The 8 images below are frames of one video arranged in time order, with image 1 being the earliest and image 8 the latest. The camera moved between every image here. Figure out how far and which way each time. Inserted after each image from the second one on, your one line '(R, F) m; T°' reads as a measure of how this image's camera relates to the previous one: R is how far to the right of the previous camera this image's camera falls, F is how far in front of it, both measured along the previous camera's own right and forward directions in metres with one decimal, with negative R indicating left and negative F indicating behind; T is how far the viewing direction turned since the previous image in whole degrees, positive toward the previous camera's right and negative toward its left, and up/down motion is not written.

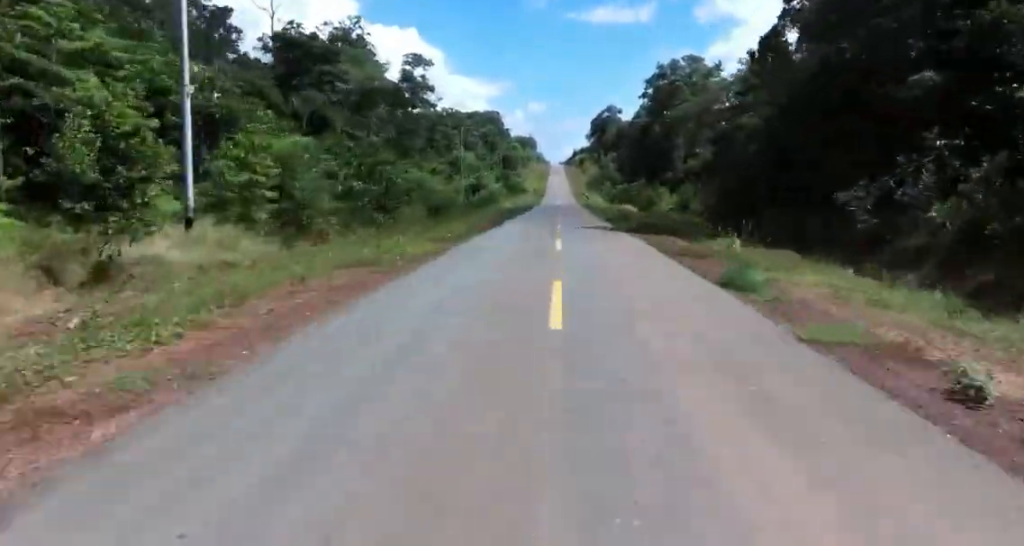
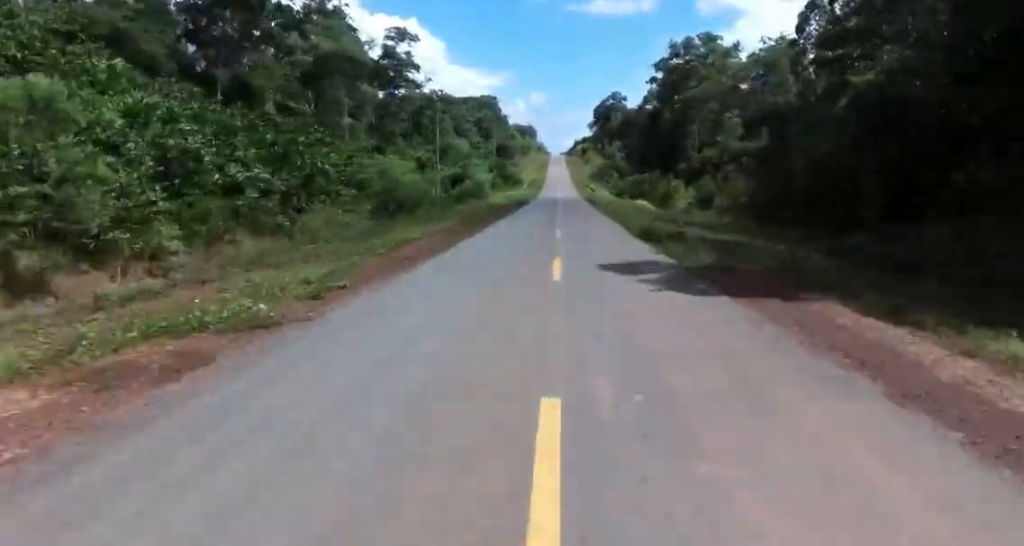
(0.0, +13.0) m; 0°
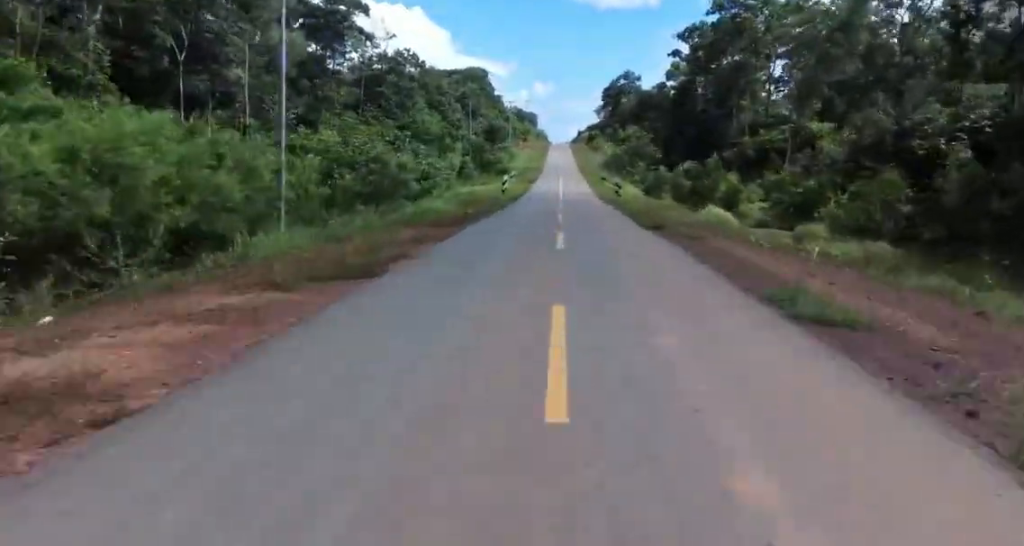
(0.0, +30.5) m; 0°
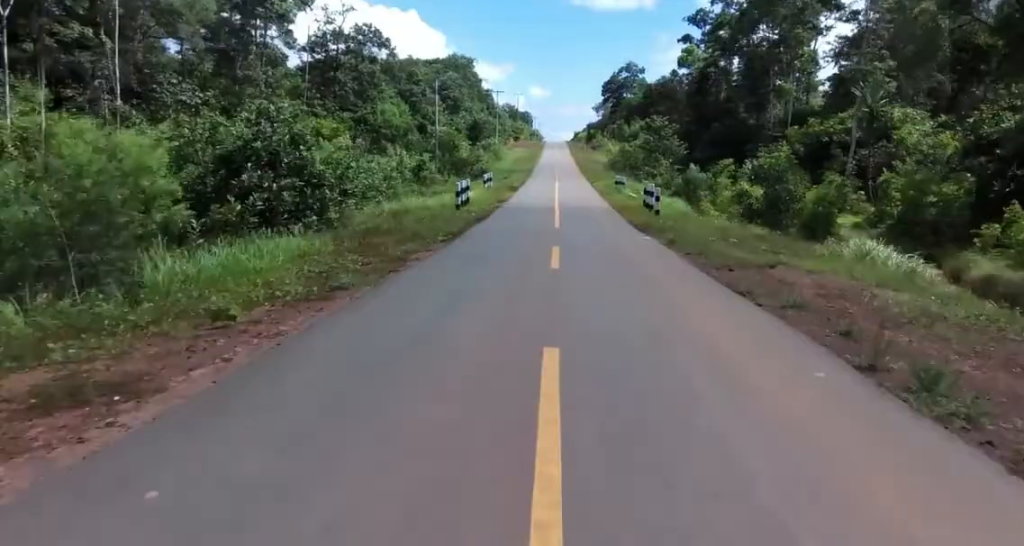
(0.0, +17.7) m; 0°
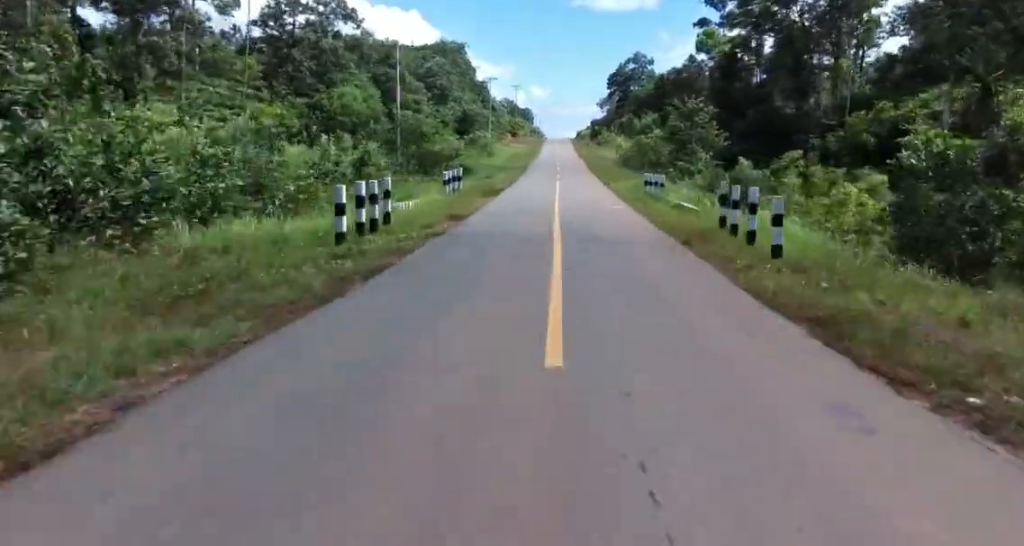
(0.0, +14.3) m; 0°
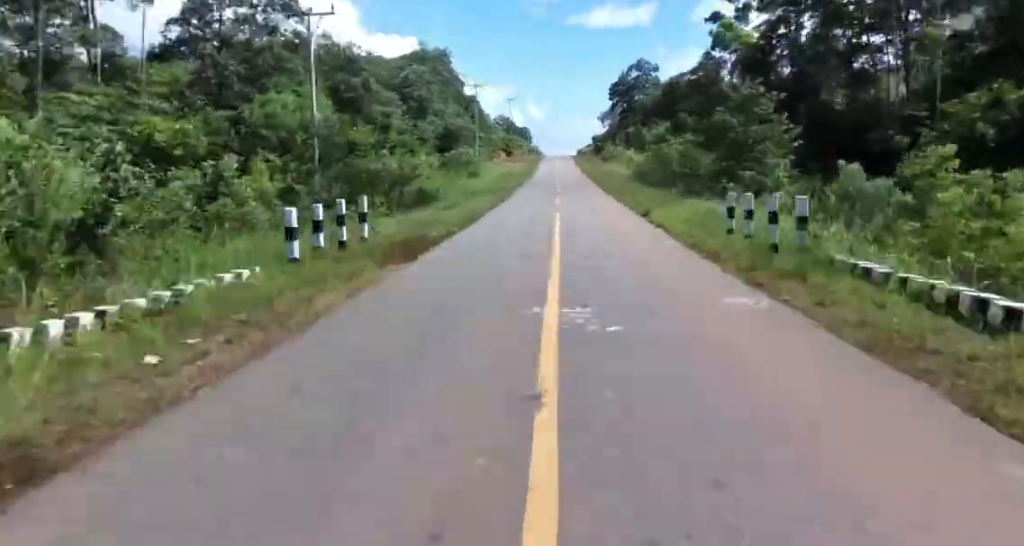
(0.0, +12.8) m; 0°
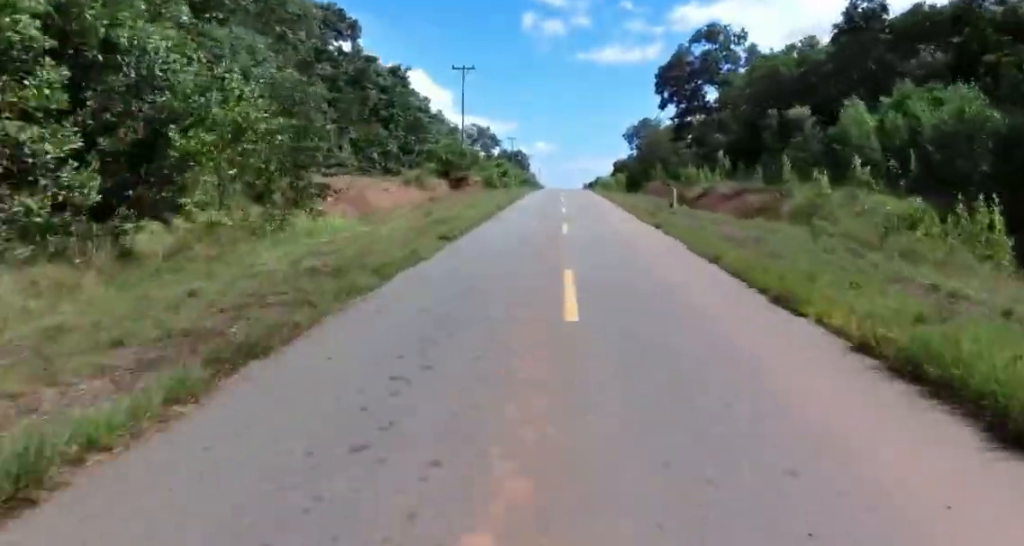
(0.0, +67.9) m; 0°
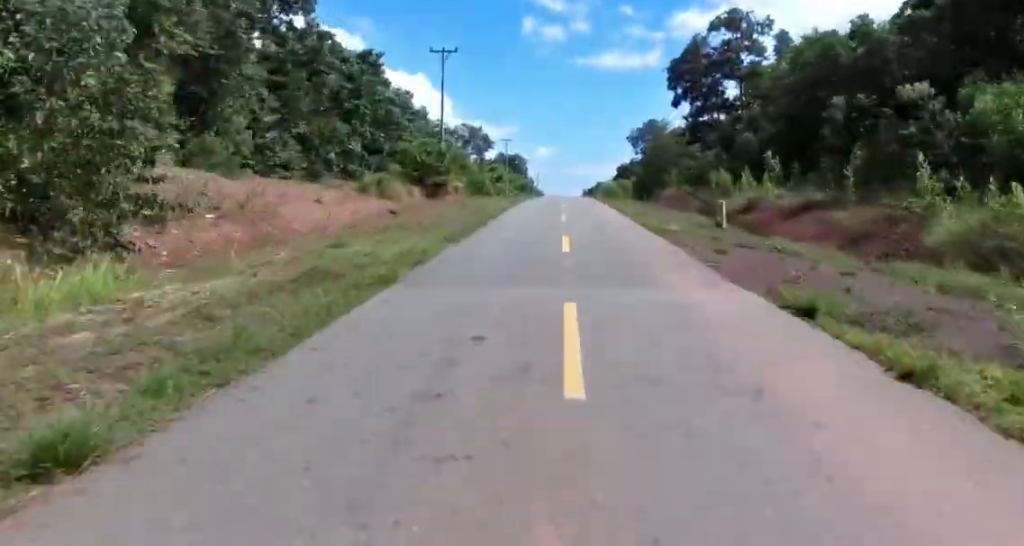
(0.0, +11.3) m; 0°
